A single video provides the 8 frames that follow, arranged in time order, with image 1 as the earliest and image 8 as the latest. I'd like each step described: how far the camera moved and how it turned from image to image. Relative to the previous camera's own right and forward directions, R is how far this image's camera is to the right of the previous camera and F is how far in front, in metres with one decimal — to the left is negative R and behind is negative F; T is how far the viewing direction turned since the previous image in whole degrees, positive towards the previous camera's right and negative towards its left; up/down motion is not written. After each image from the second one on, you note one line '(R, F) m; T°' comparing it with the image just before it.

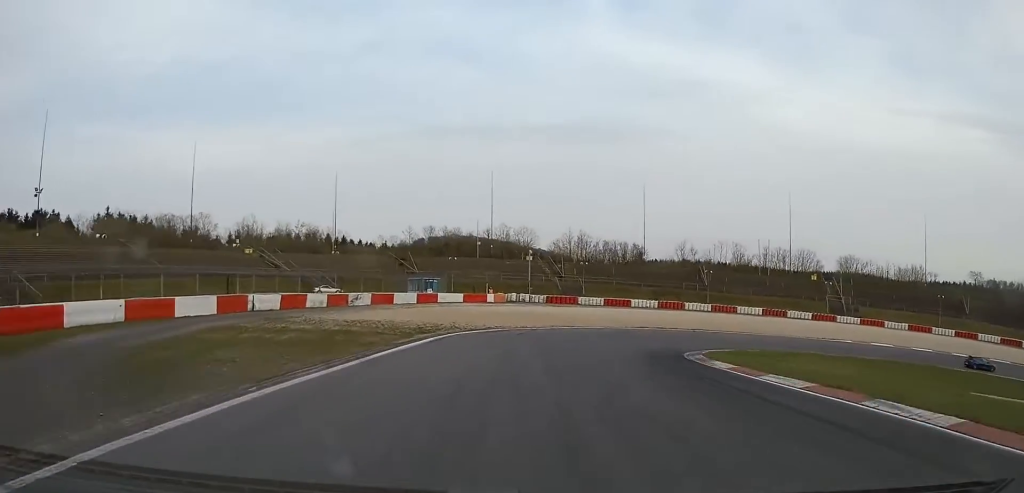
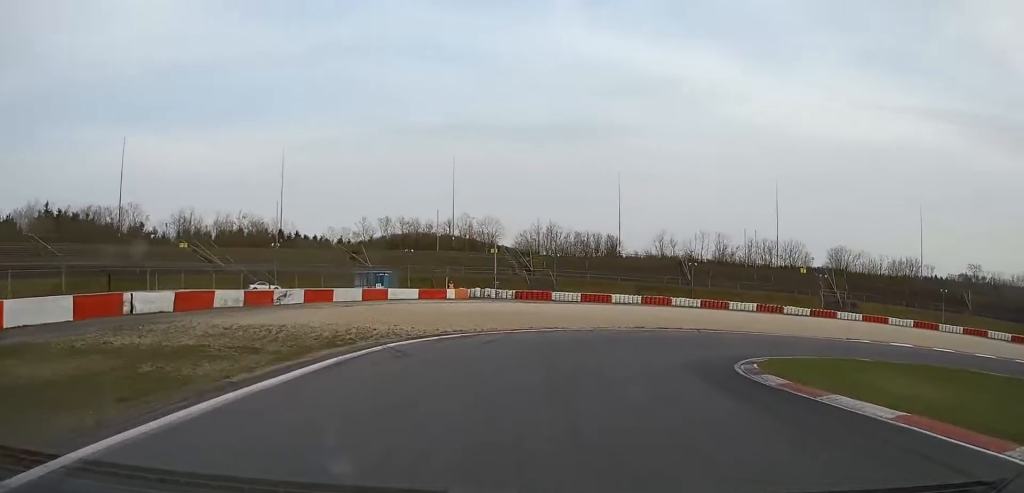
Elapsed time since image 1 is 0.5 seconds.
(-0.7, +12.9) m; +2°
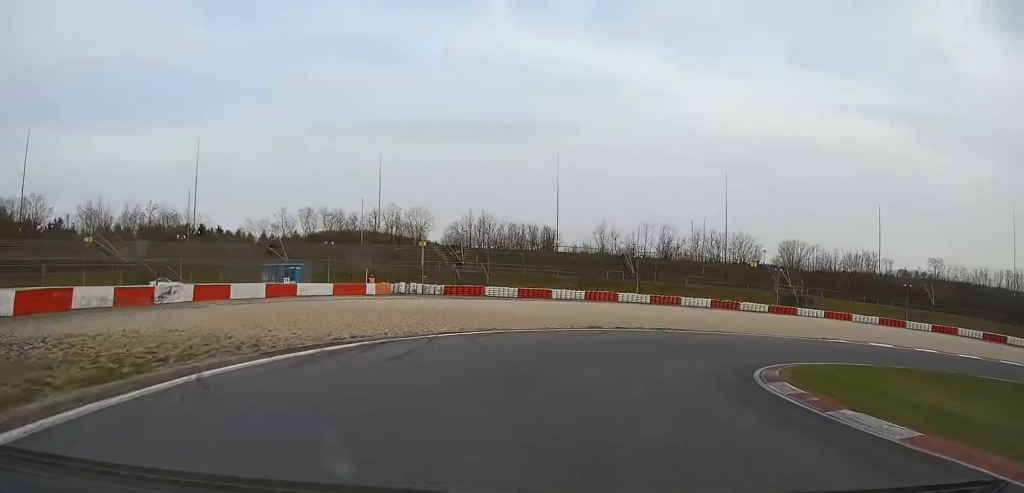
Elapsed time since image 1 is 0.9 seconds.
(+0.8, +8.4) m; +5°
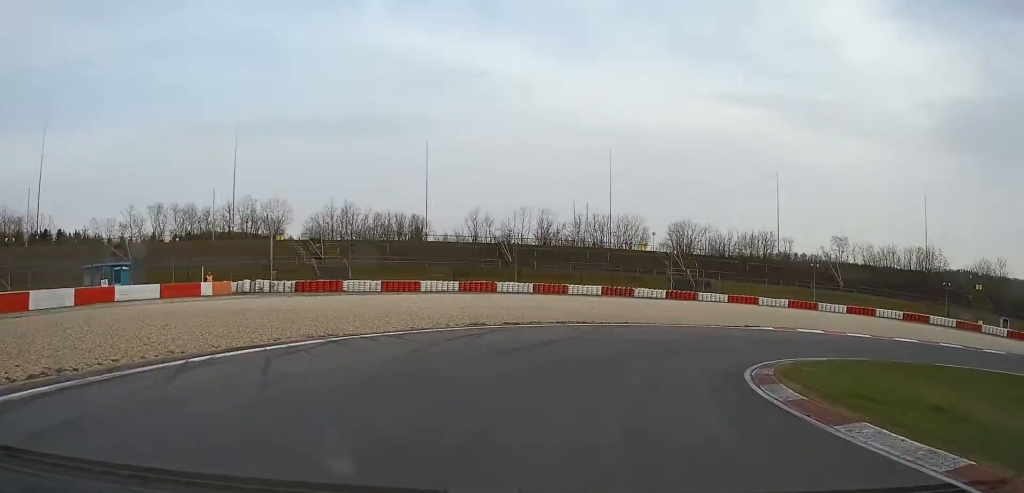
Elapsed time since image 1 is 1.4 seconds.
(+0.6, +9.9) m; +8°
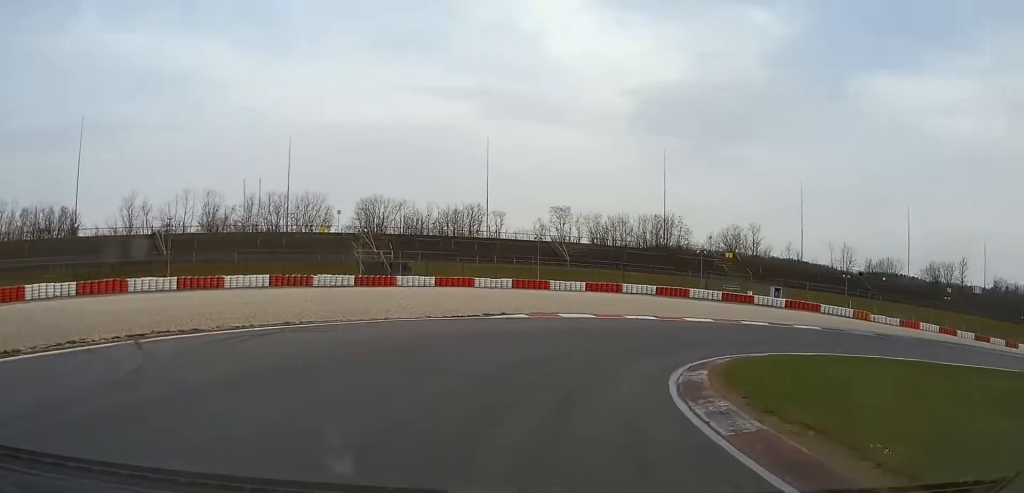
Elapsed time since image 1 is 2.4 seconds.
(+2.3, +17.2) m; +24°
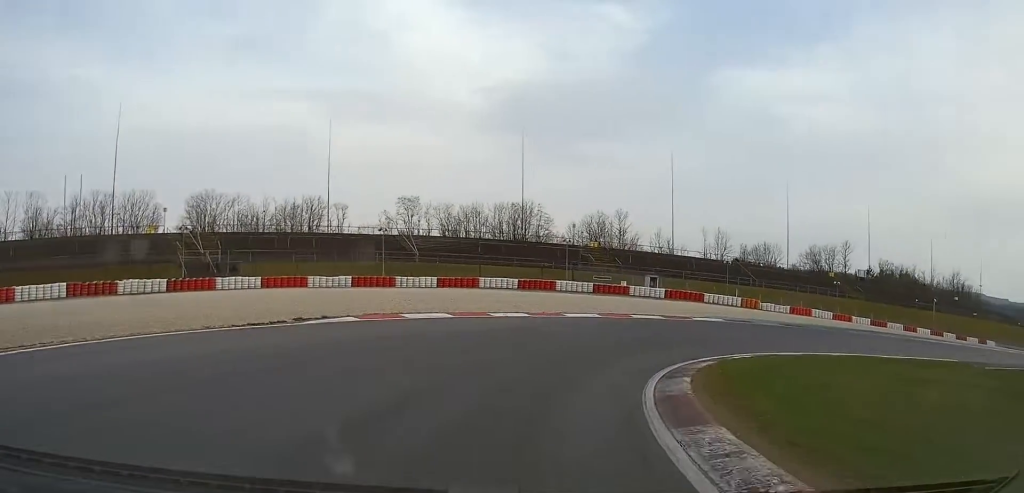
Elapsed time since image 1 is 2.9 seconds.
(+1.4, +8.4) m; +17°
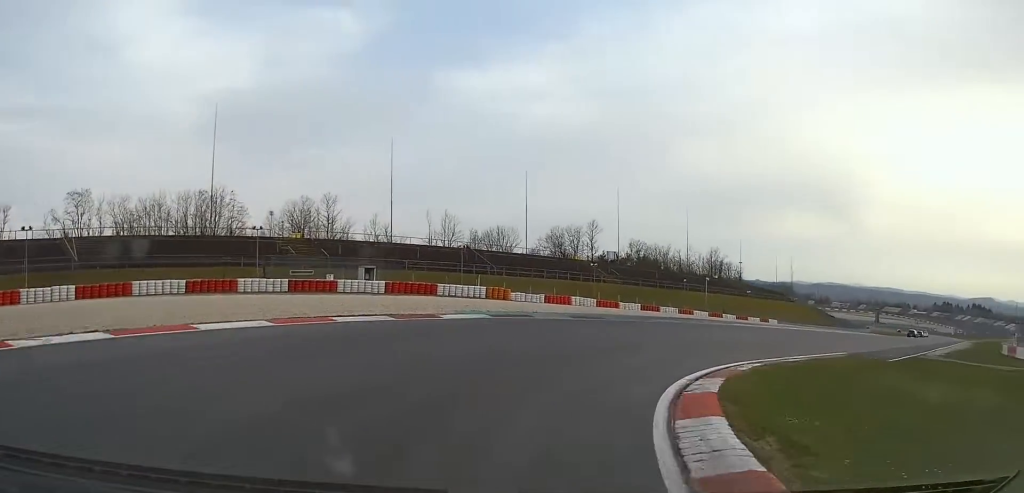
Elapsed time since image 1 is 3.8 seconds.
(+4.6, +15.9) m; +33°
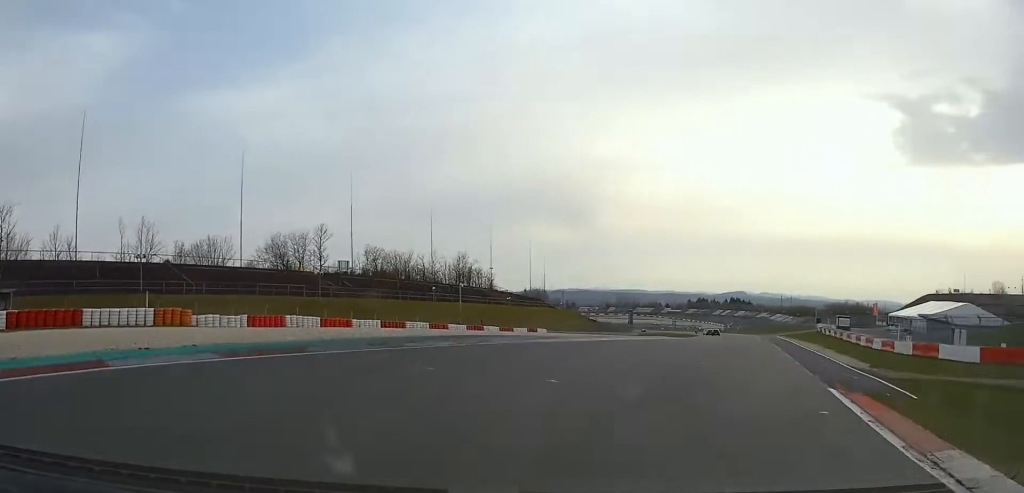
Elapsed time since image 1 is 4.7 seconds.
(+4.8, +18.9) m; +24°
